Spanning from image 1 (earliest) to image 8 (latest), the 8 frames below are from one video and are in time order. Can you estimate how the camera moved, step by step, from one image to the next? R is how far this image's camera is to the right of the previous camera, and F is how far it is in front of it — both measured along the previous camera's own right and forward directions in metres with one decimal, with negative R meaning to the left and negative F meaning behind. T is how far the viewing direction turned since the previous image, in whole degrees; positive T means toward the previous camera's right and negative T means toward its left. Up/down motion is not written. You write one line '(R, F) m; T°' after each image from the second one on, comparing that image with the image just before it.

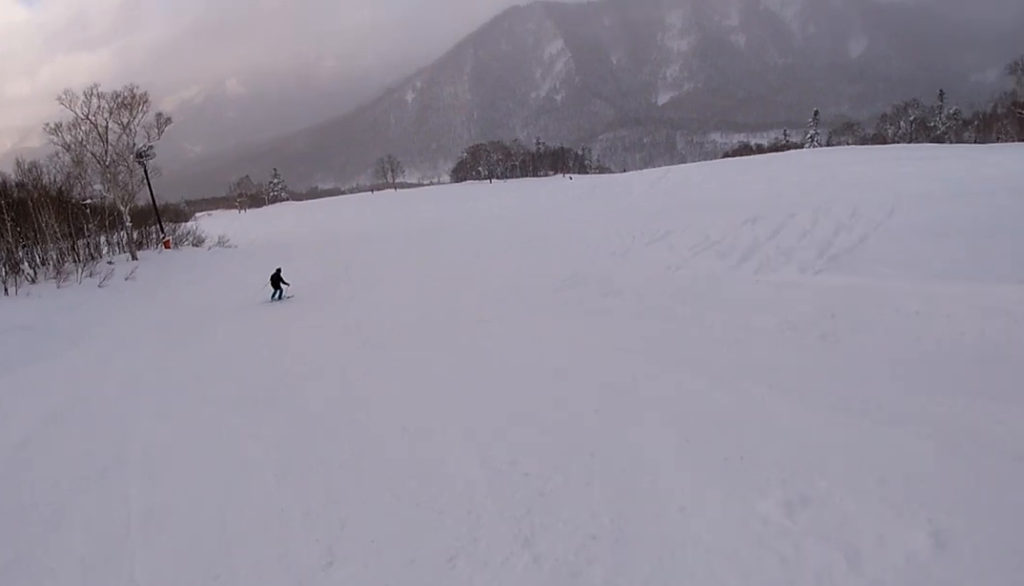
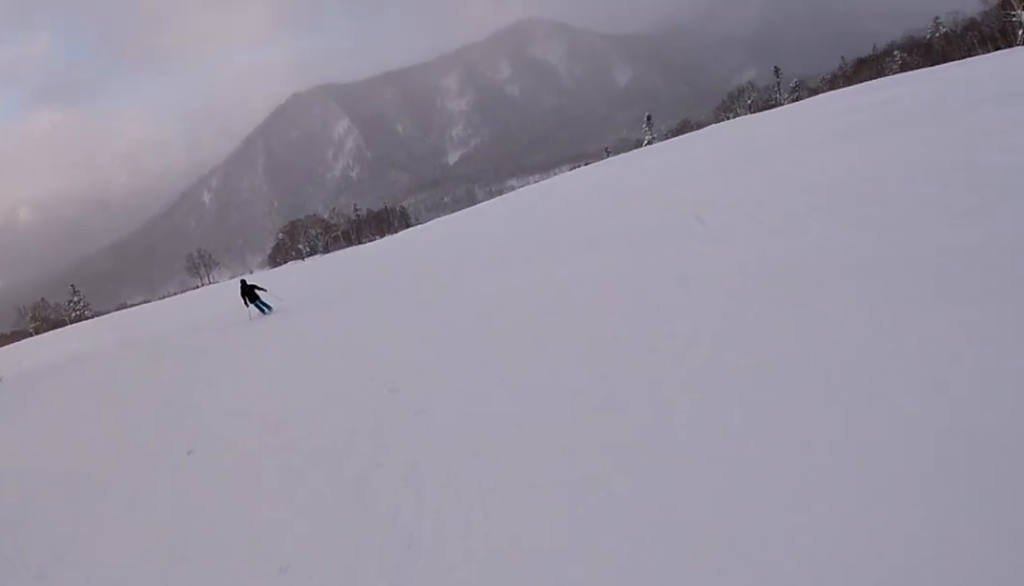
(+1.9, +19.5) m; +25°
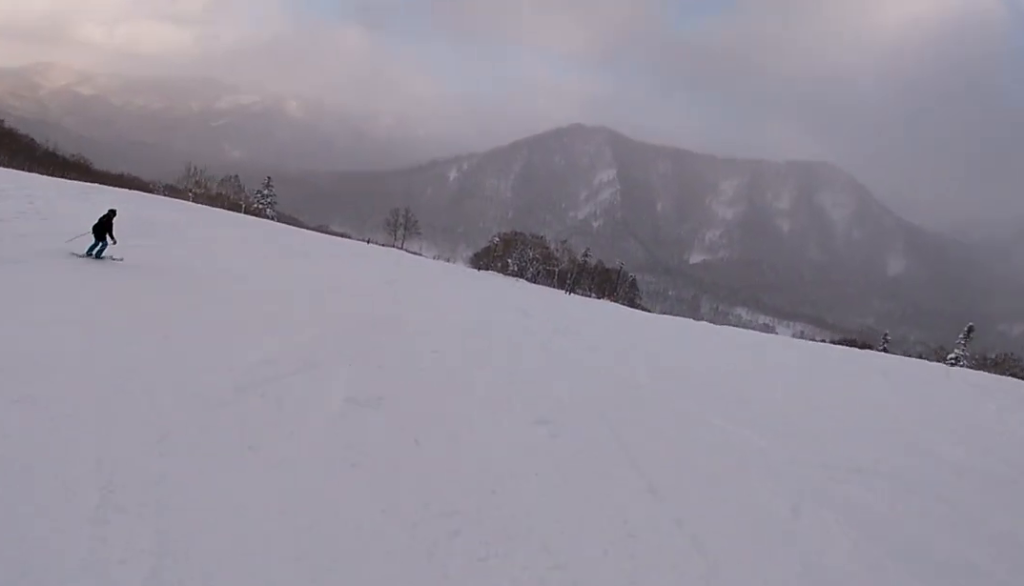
(+4.2, +25.7) m; -3°
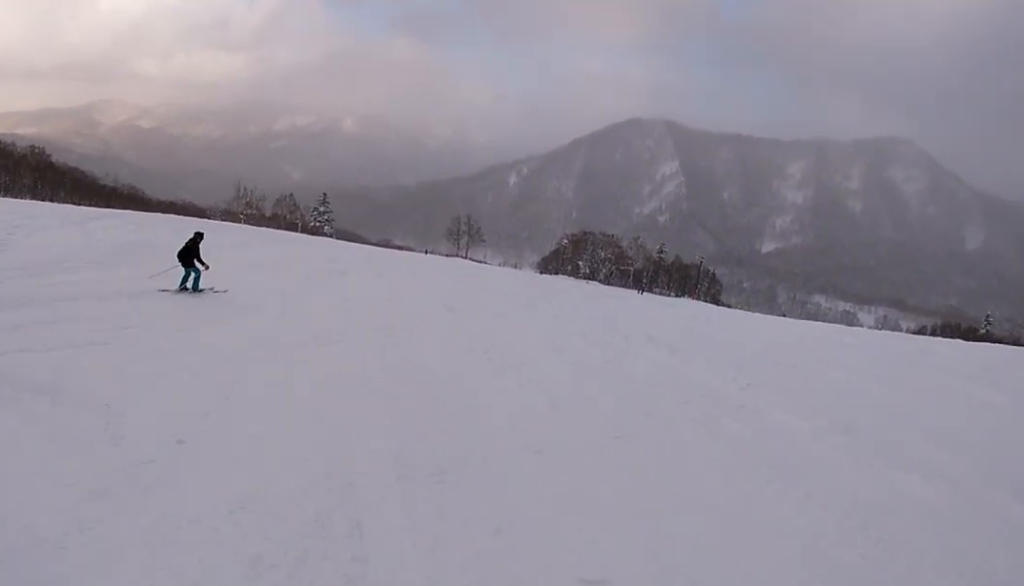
(-0.8, +7.3) m; -5°
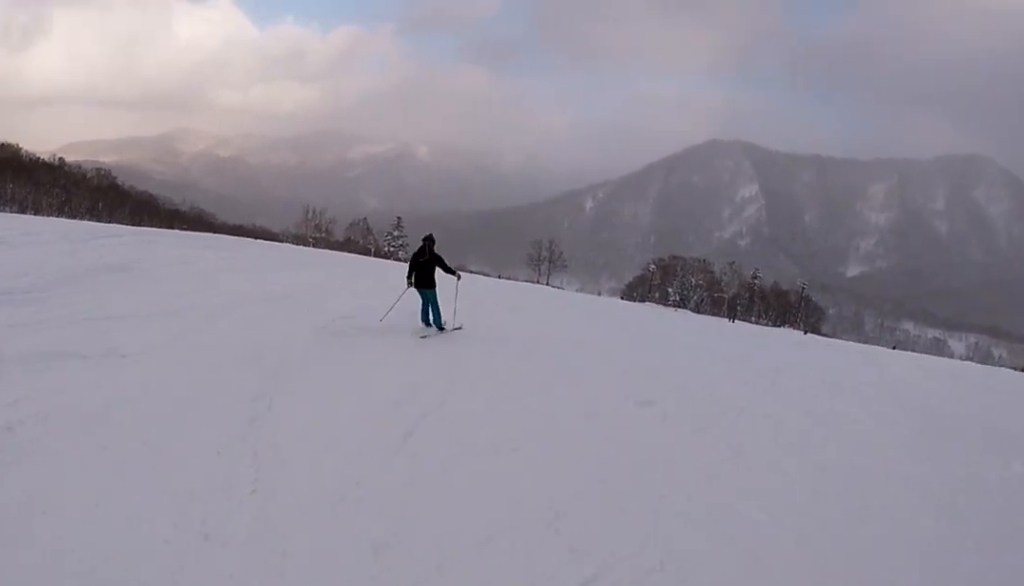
(-0.5, +8.9) m; -8°
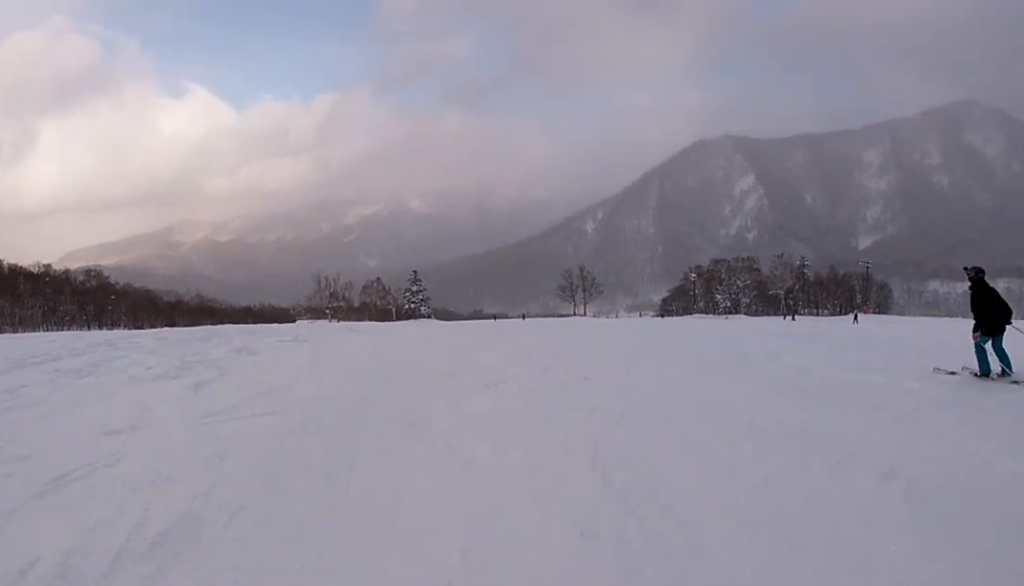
(-1.8, +13.0) m; -15°
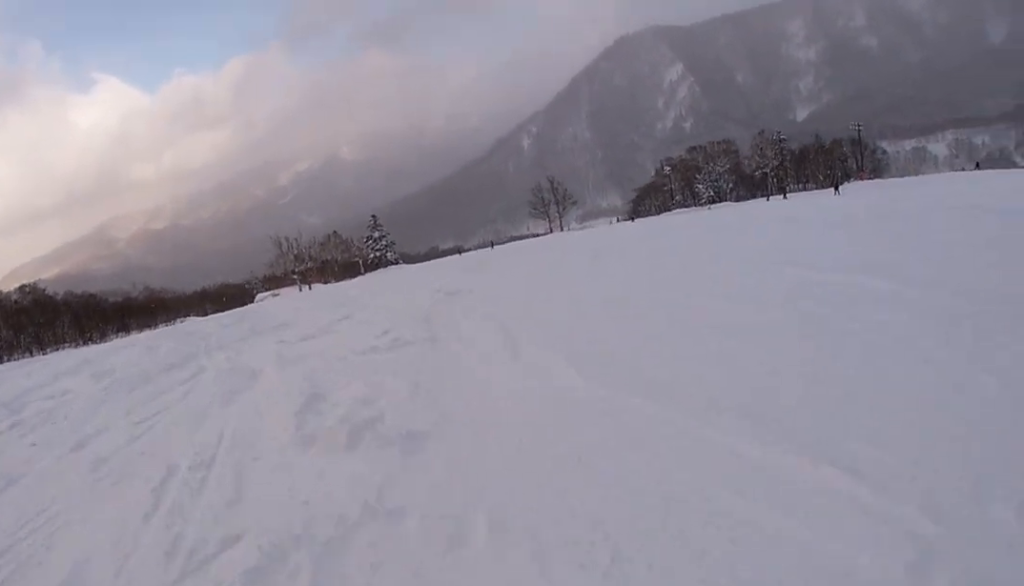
(-0.9, +12.1) m; 0°
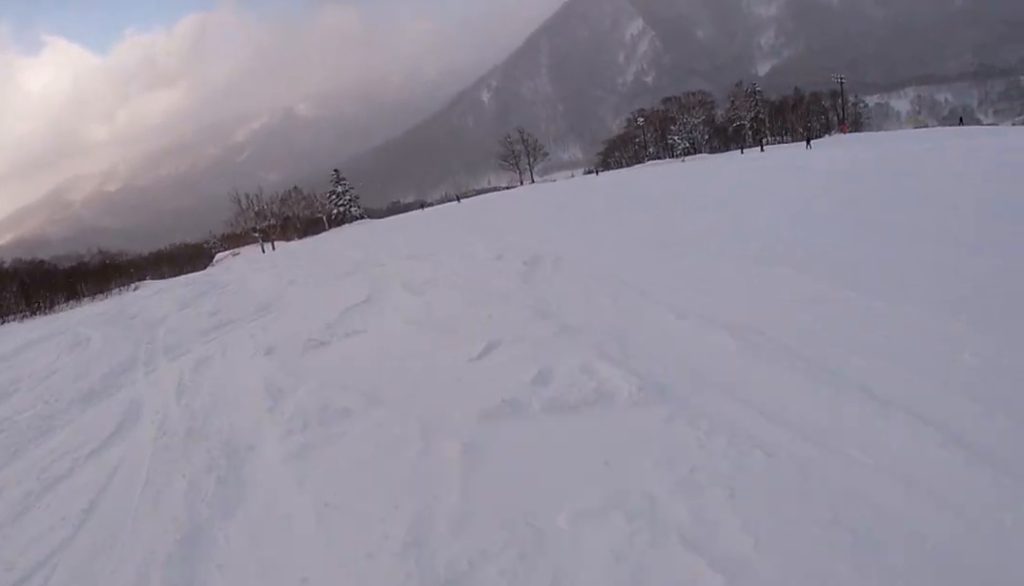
(+0.3, +5.4) m; +4°
